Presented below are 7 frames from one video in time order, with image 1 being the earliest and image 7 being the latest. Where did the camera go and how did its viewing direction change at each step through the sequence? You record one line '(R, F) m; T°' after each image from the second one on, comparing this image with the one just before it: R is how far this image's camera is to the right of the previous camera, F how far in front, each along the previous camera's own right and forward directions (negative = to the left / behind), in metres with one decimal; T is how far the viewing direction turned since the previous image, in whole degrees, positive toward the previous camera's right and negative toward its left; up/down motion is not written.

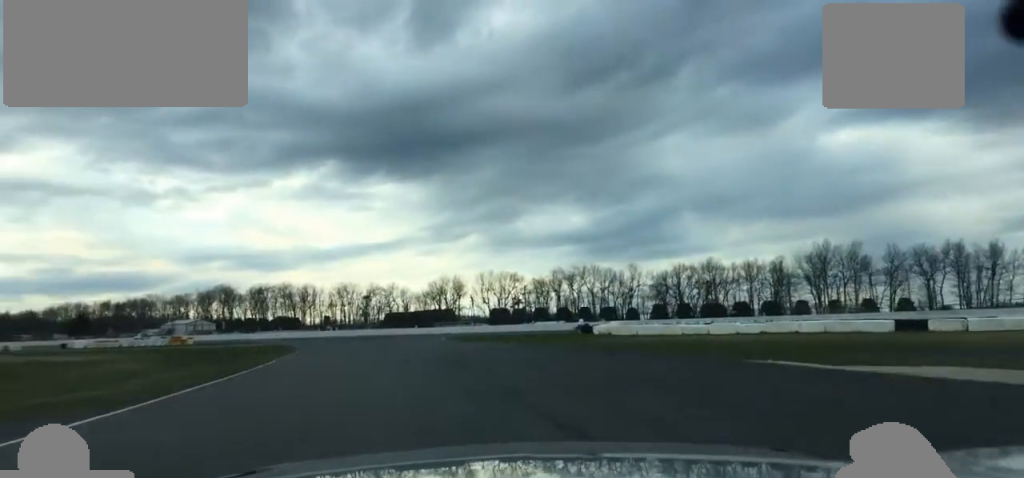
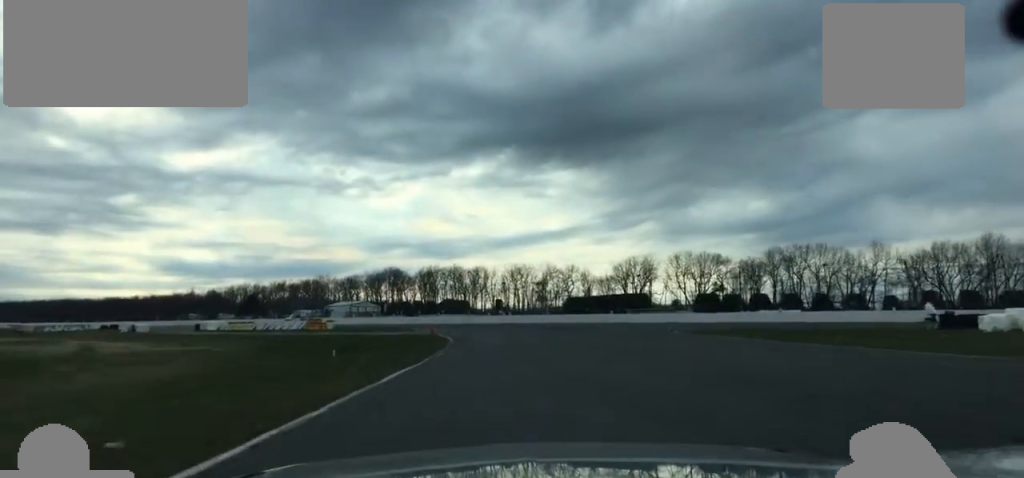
(-2.6, +32.9) m; -6°
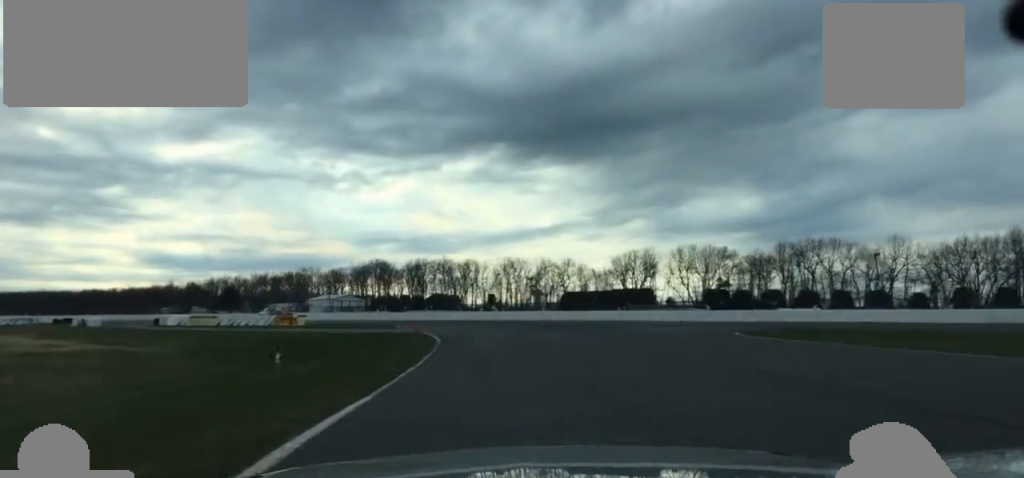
(-0.3, +11.0) m; 0°
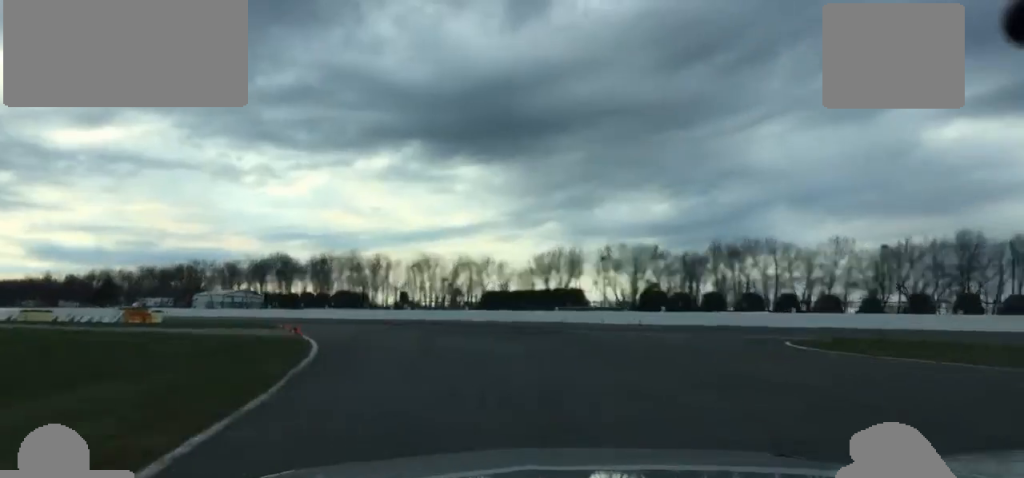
(+0.1, +15.5) m; +4°
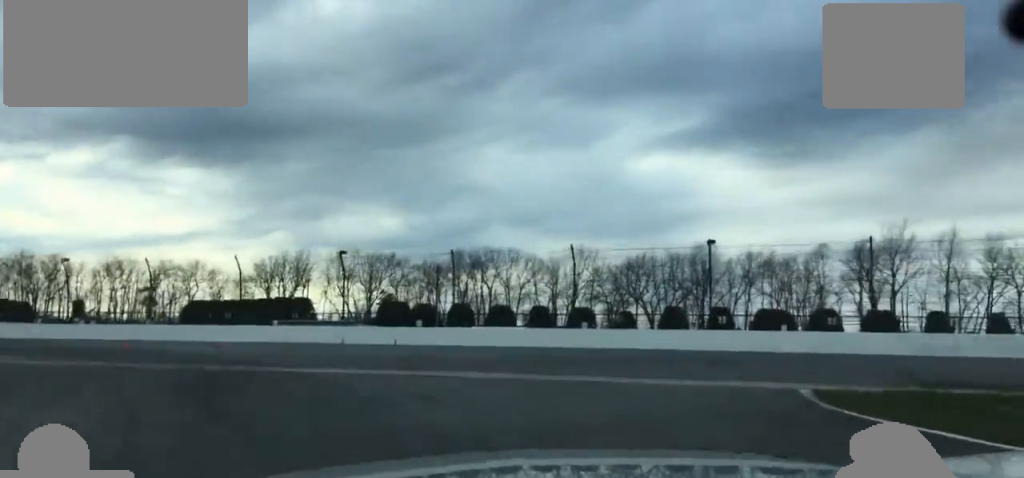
(+1.7, +20.0) m; +15°
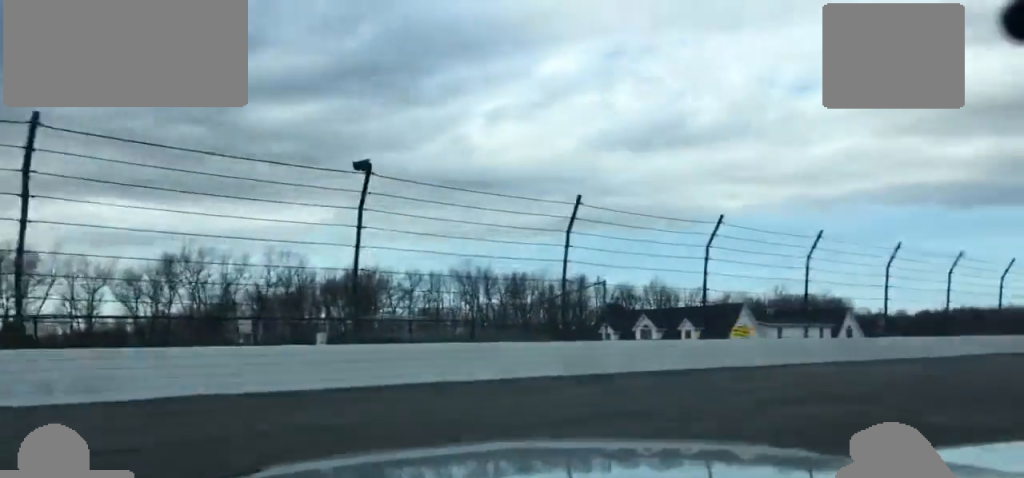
(+13.9, +25.2) m; +73°
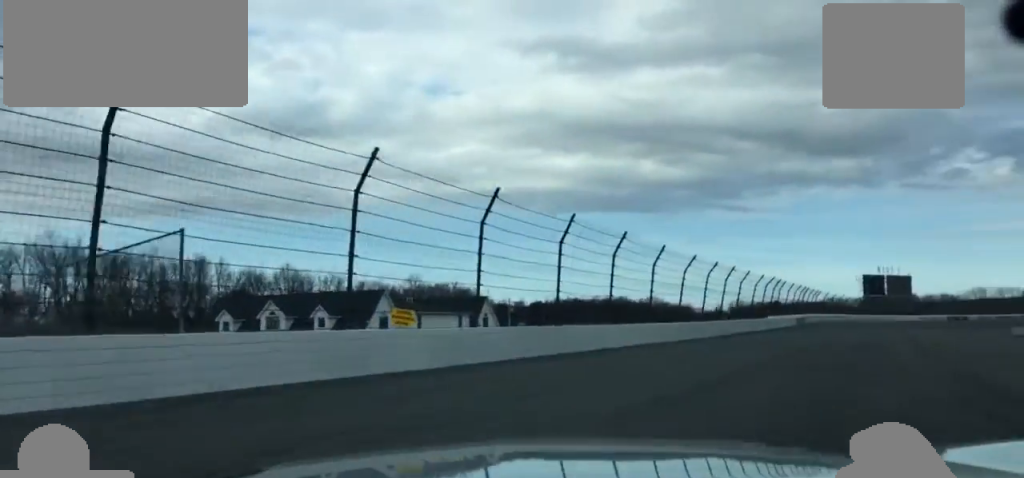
(+3.8, +11.7) m; +21°
